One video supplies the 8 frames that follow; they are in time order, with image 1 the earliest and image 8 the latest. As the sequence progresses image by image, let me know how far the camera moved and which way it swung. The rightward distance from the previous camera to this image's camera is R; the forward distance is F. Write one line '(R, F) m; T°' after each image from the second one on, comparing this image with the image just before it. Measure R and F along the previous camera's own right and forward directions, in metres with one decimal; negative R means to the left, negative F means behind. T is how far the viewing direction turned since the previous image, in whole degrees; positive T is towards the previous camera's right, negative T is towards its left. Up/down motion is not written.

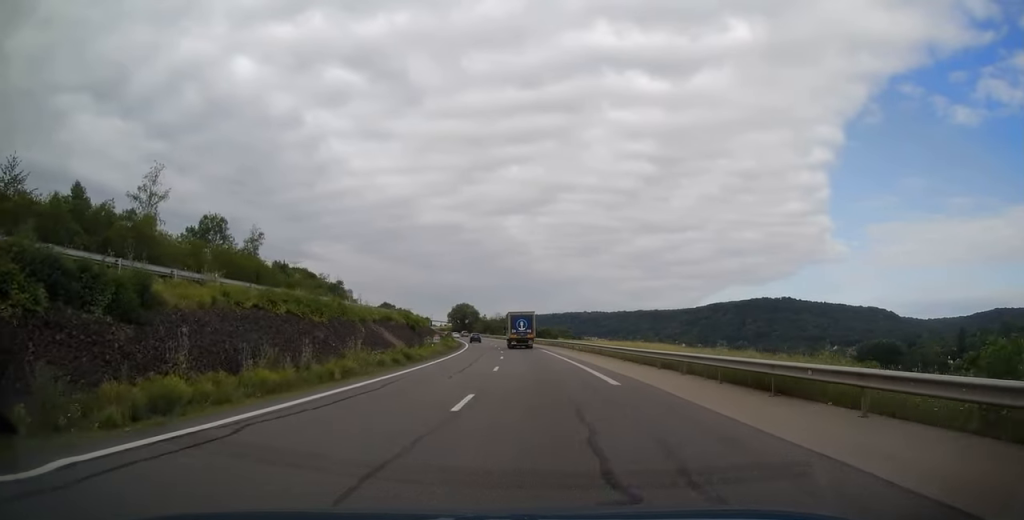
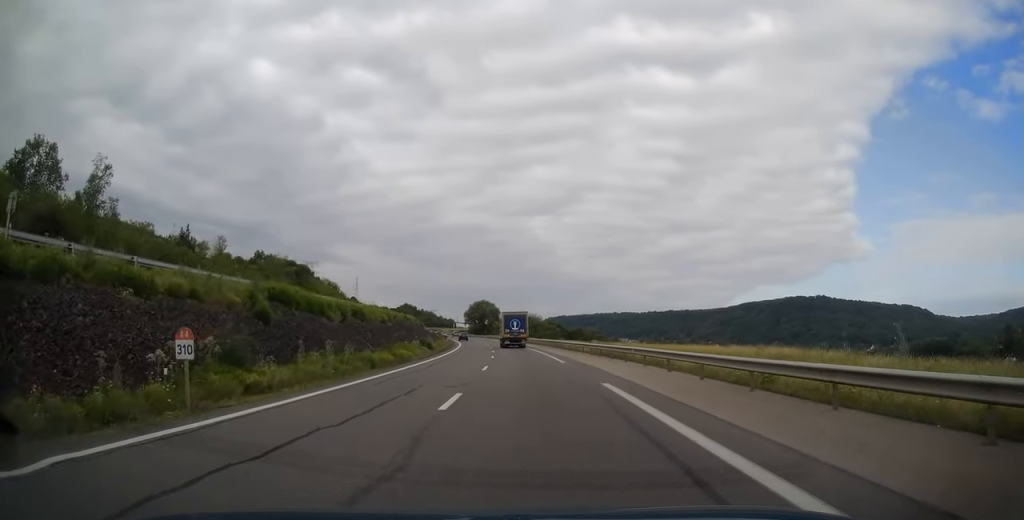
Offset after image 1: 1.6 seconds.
(-1.0, +39.2) m; -2°
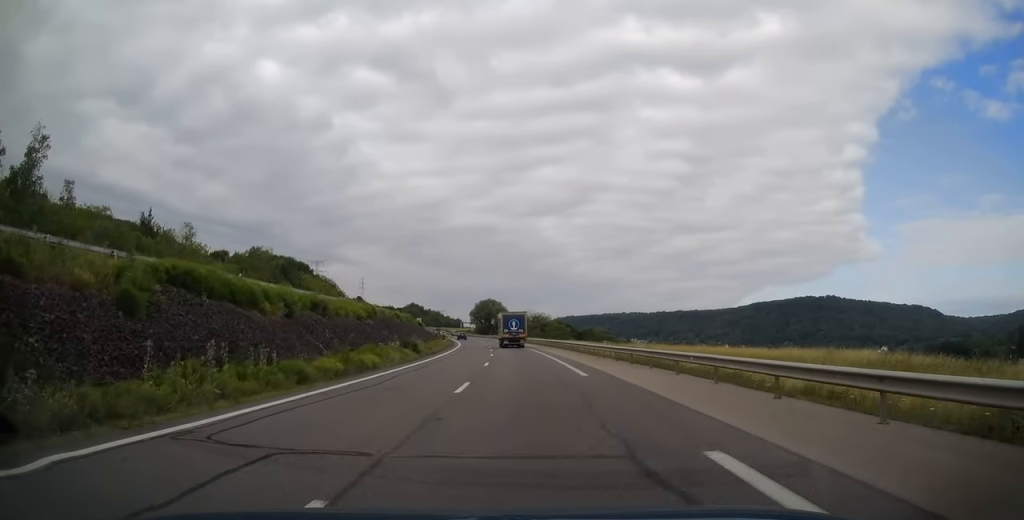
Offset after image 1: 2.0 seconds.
(0.0, +9.6) m; -1°
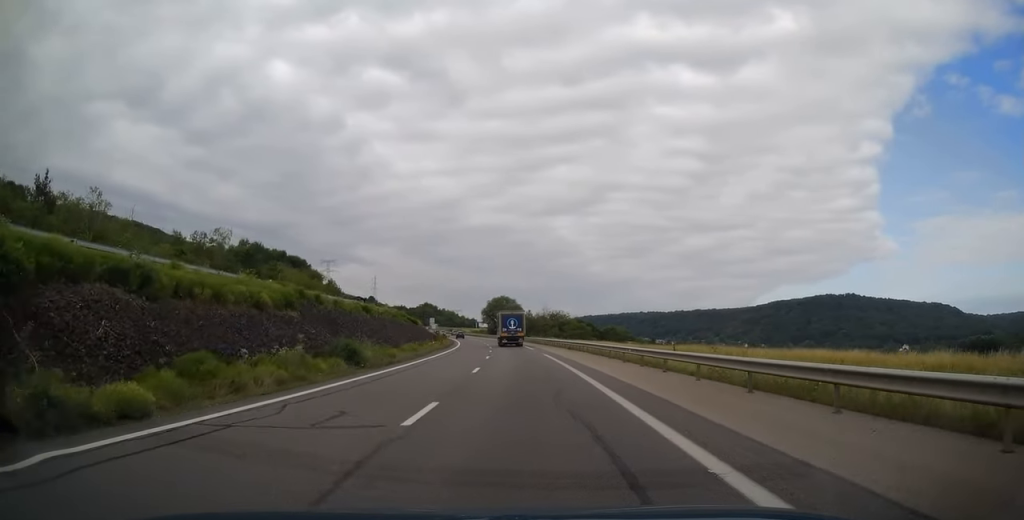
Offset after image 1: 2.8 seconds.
(-0.1, +18.8) m; -2°
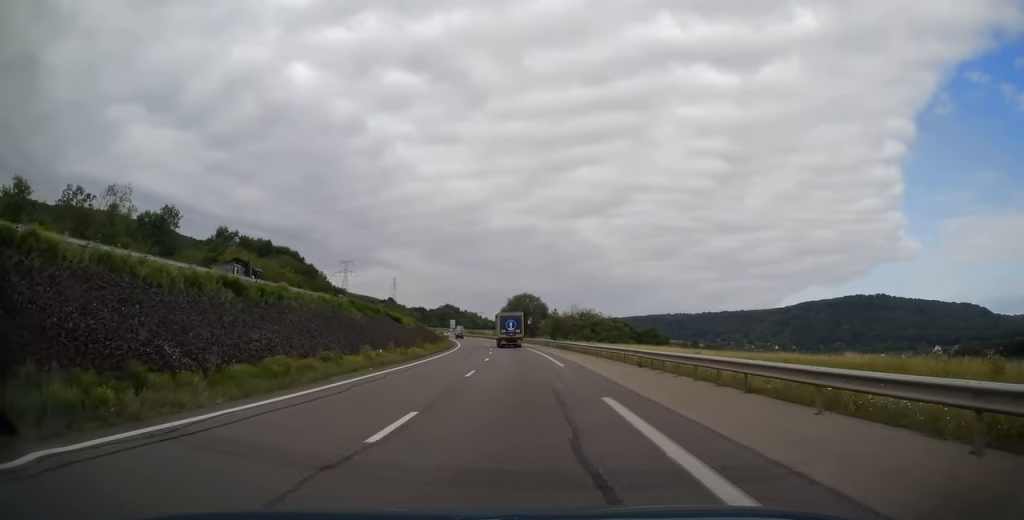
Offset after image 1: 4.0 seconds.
(-0.9, +27.6) m; -2°
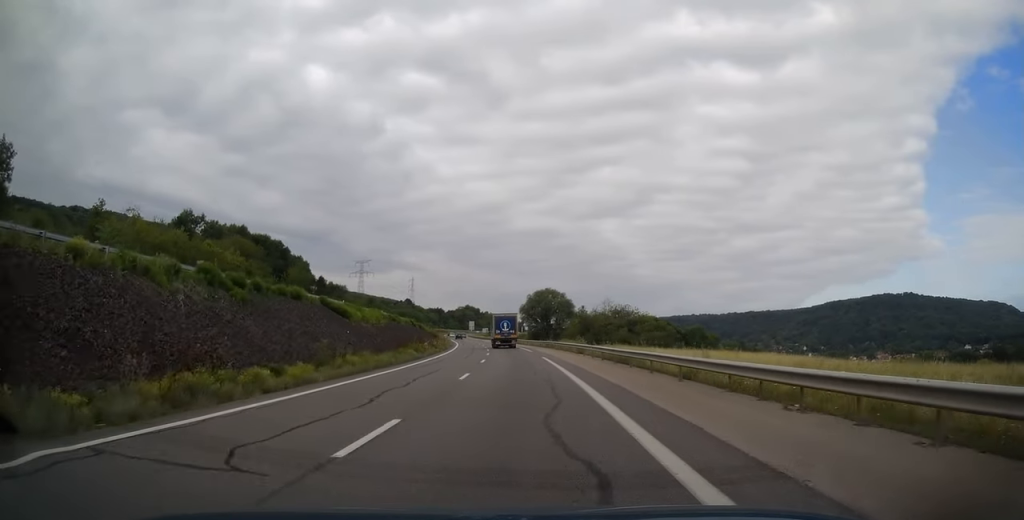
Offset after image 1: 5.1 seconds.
(-0.2, +27.0) m; -2°
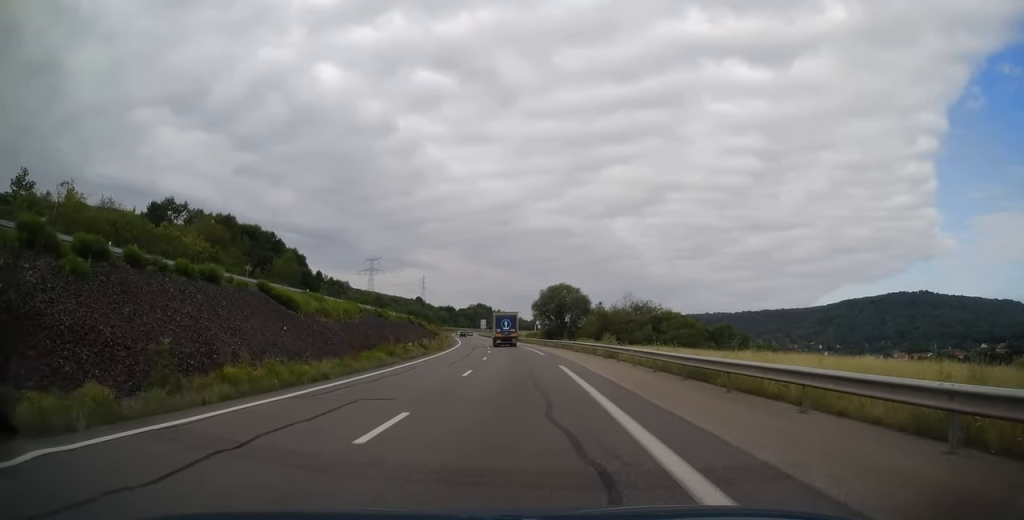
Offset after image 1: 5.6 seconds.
(+0.2, +12.3) m; -1°
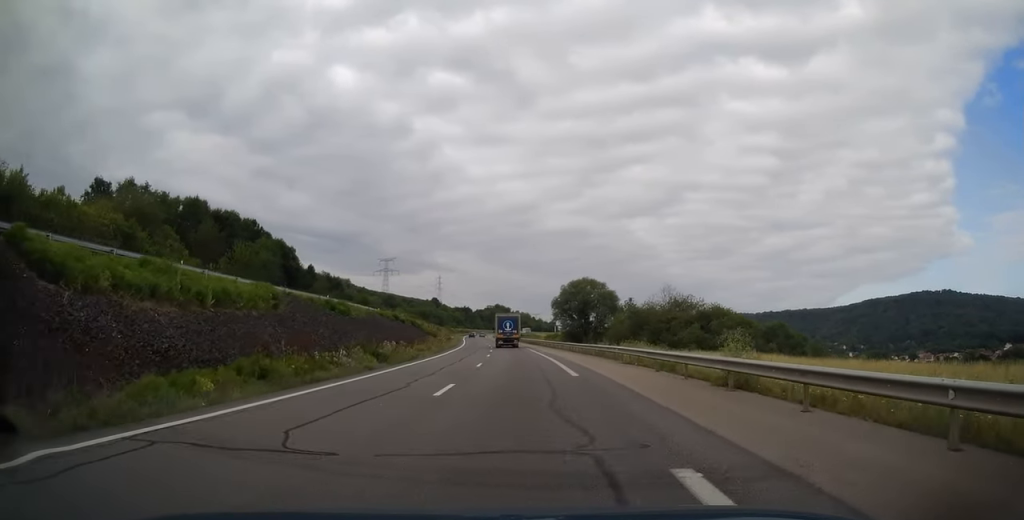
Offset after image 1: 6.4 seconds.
(-0.7, +19.8) m; -2°
